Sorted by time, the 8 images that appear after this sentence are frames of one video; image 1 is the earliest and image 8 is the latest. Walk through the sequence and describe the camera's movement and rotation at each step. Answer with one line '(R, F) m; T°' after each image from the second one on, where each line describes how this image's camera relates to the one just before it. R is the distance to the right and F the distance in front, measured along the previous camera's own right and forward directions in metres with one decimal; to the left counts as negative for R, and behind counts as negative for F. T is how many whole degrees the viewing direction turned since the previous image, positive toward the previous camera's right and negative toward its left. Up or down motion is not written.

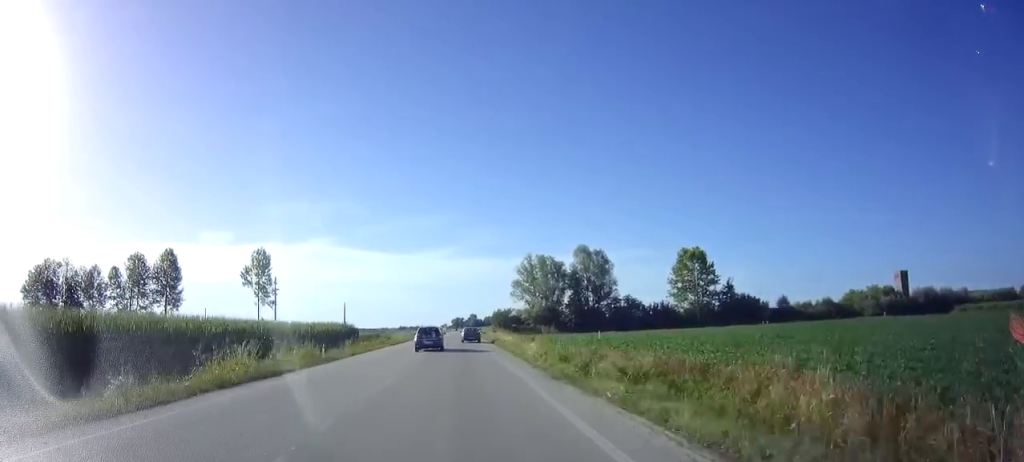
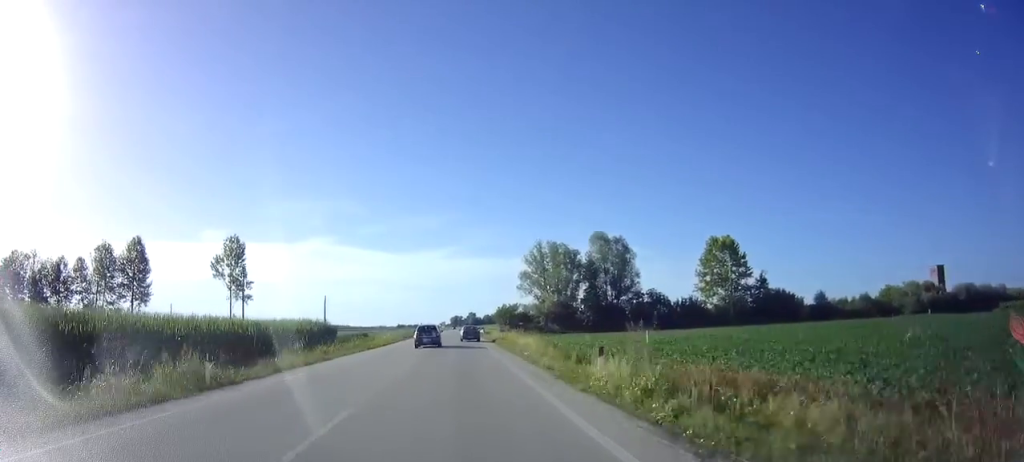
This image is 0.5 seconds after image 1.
(0.0, +12.5) m; 0°
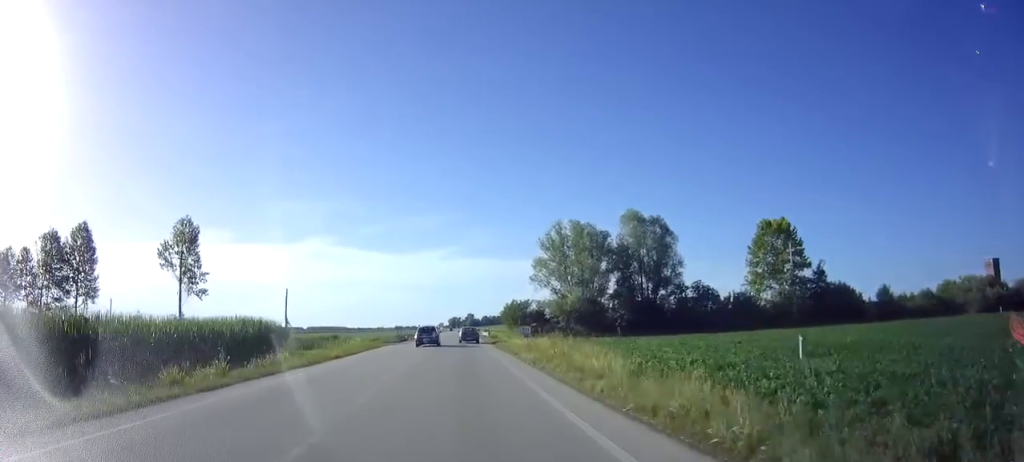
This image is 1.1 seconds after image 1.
(-0.1, +17.7) m; 0°
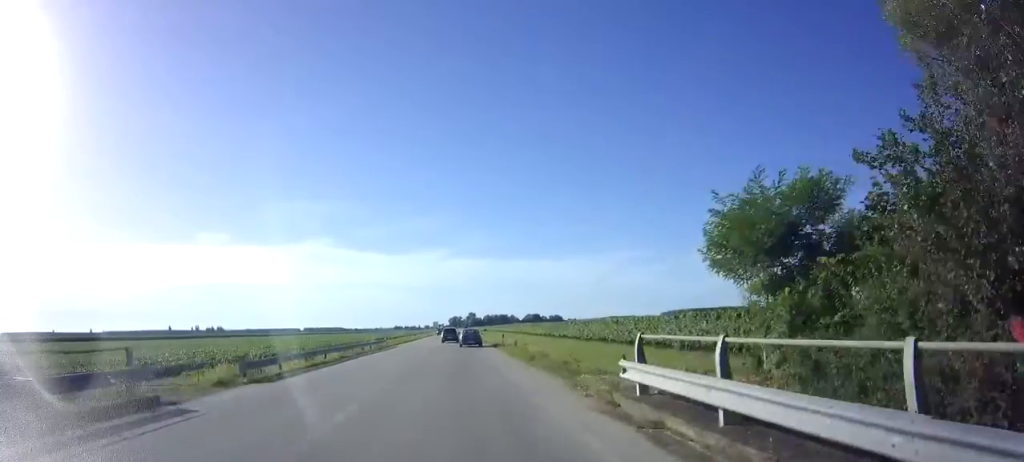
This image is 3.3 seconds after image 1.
(+0.1, +56.7) m; 0°
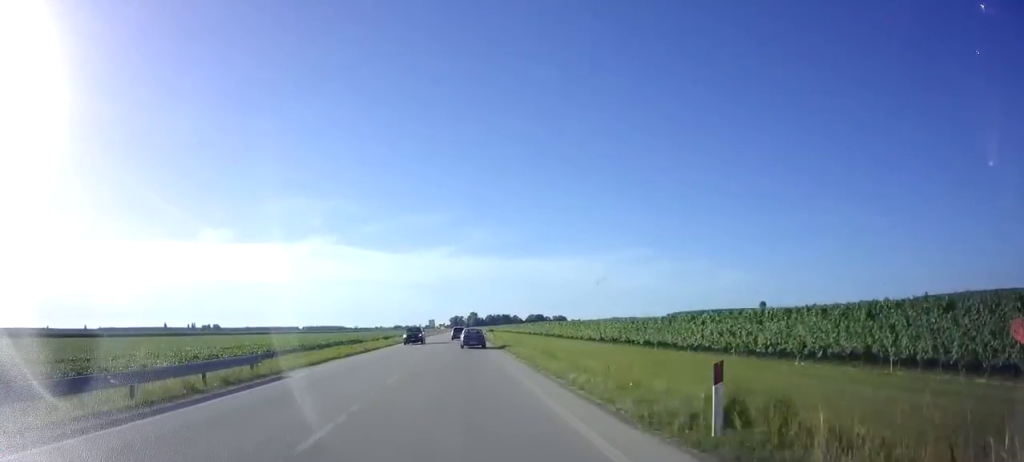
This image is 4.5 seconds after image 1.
(0.0, +32.5) m; 0°
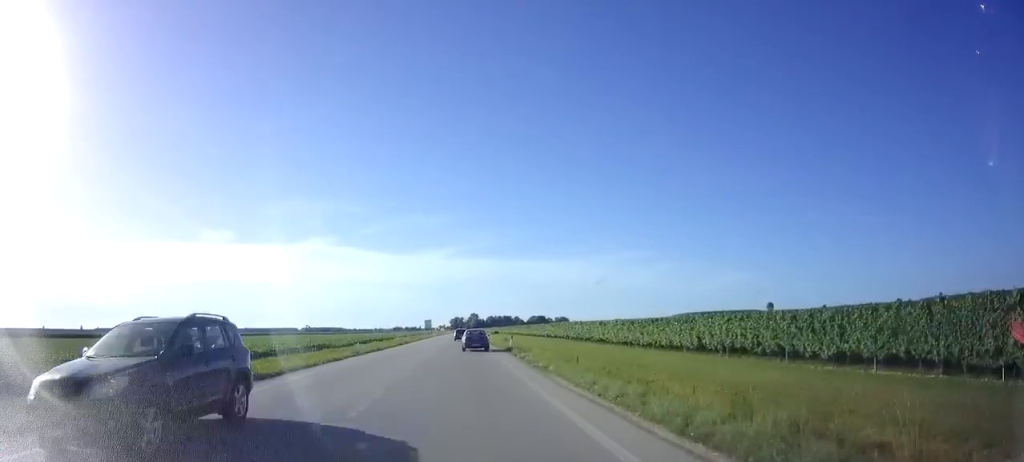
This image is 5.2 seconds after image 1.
(+0.1, +20.2) m; 0°
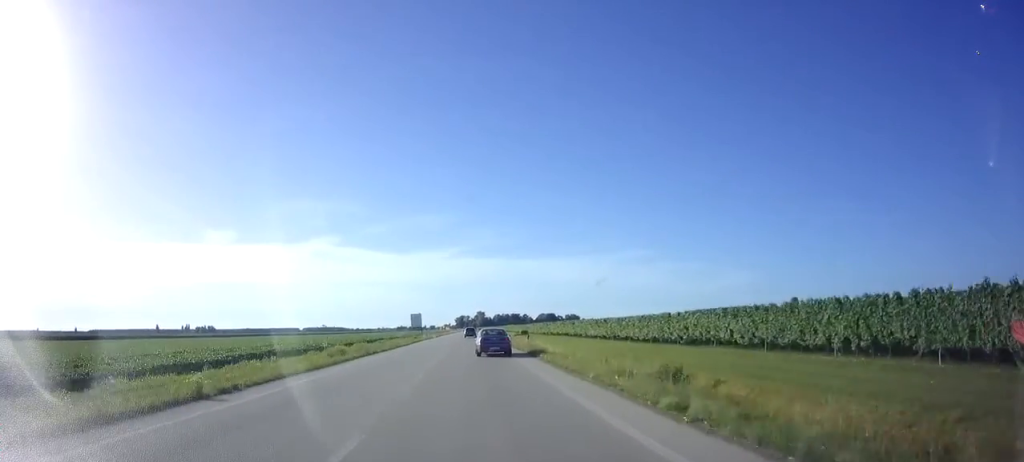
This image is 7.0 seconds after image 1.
(-0.2, +50.0) m; -1°
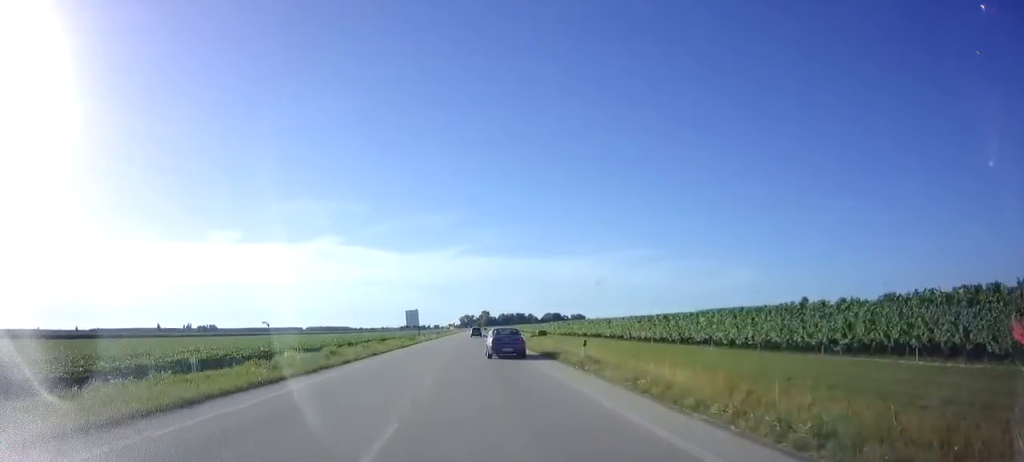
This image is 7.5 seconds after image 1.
(-0.1, +15.4) m; -1°
